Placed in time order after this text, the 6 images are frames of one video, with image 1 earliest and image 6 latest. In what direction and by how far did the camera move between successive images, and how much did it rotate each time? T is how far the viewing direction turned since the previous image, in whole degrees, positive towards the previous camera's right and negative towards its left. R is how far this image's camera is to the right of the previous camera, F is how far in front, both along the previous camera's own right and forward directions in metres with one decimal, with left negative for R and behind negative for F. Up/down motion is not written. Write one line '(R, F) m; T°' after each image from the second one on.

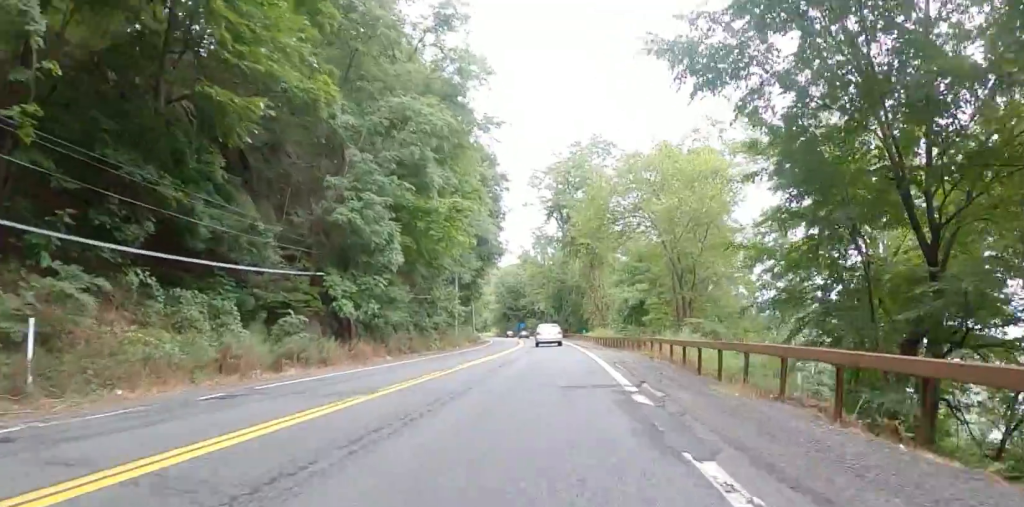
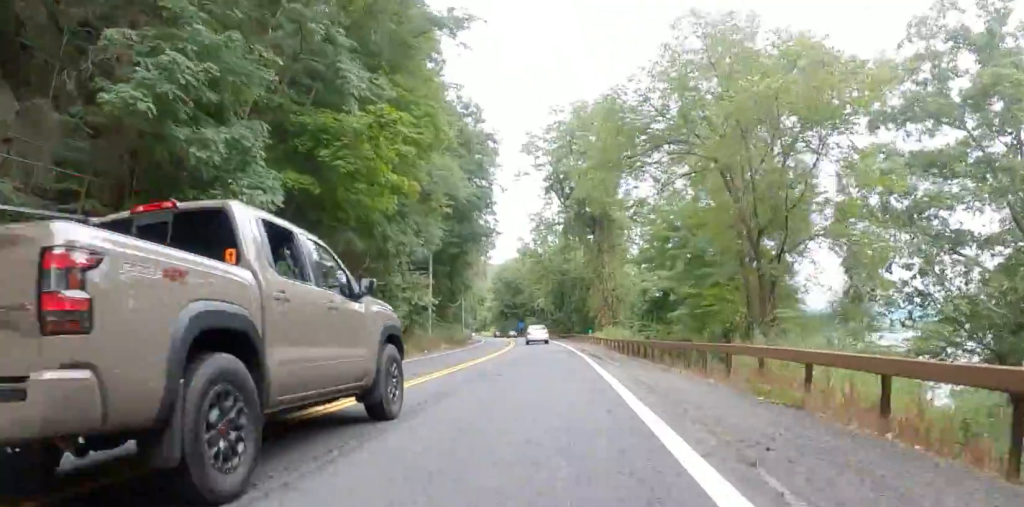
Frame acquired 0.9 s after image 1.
(0.0, +12.0) m; 0°
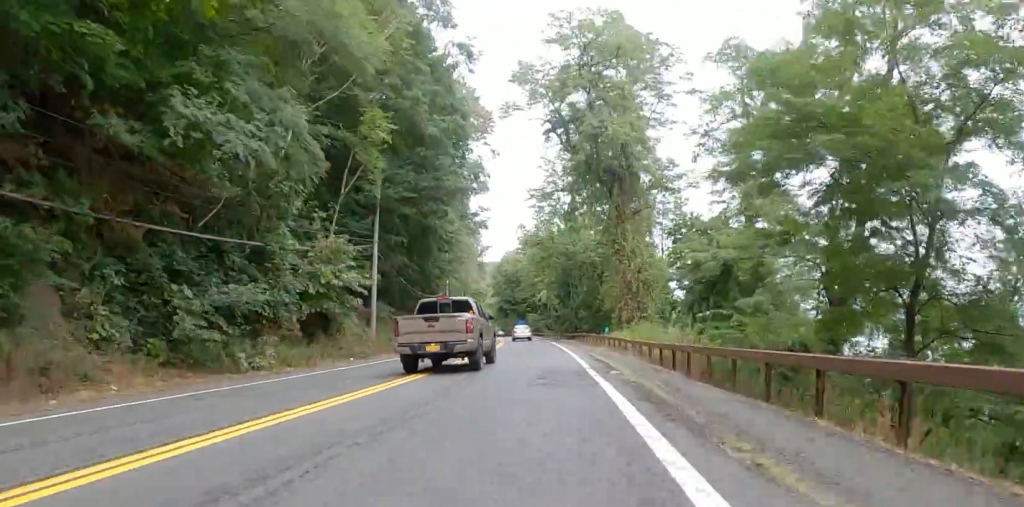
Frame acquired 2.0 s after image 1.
(+0.1, +15.0) m; -1°
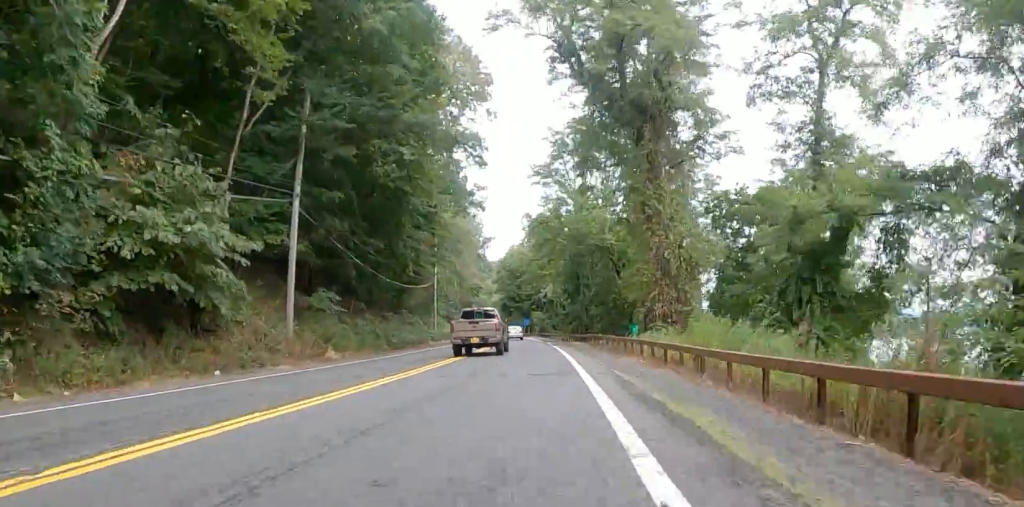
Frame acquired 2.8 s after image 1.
(-0.1, +11.1) m; -3°
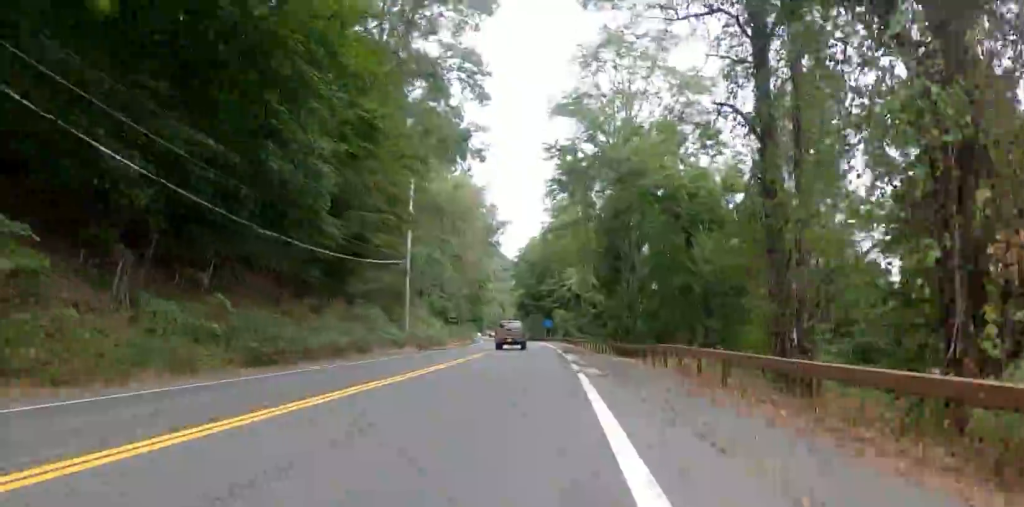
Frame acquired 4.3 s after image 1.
(-1.0, +20.0) m; -3°
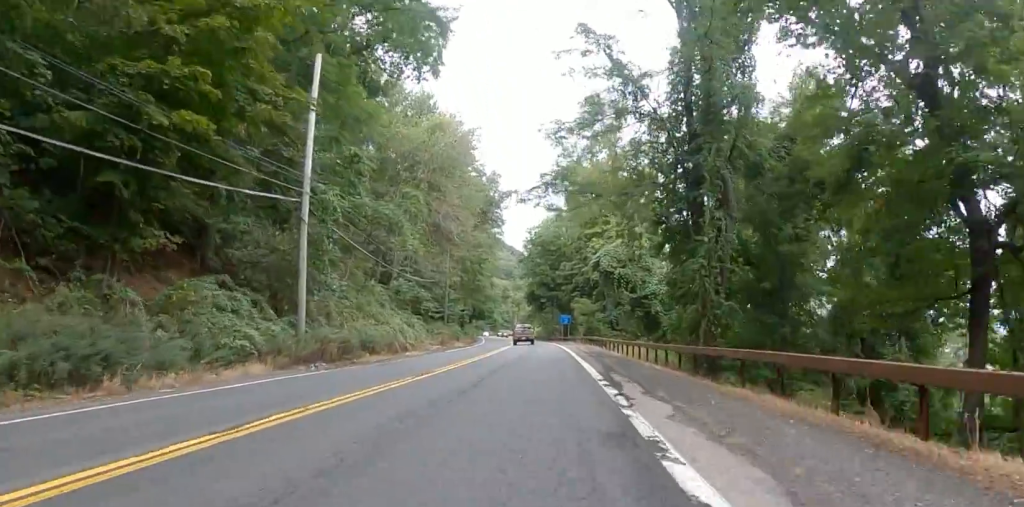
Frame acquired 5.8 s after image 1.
(0.0, +20.1) m; 0°
